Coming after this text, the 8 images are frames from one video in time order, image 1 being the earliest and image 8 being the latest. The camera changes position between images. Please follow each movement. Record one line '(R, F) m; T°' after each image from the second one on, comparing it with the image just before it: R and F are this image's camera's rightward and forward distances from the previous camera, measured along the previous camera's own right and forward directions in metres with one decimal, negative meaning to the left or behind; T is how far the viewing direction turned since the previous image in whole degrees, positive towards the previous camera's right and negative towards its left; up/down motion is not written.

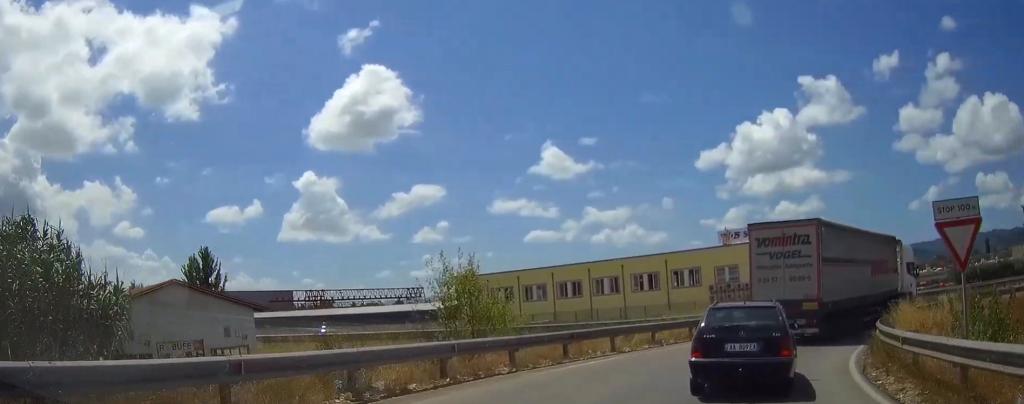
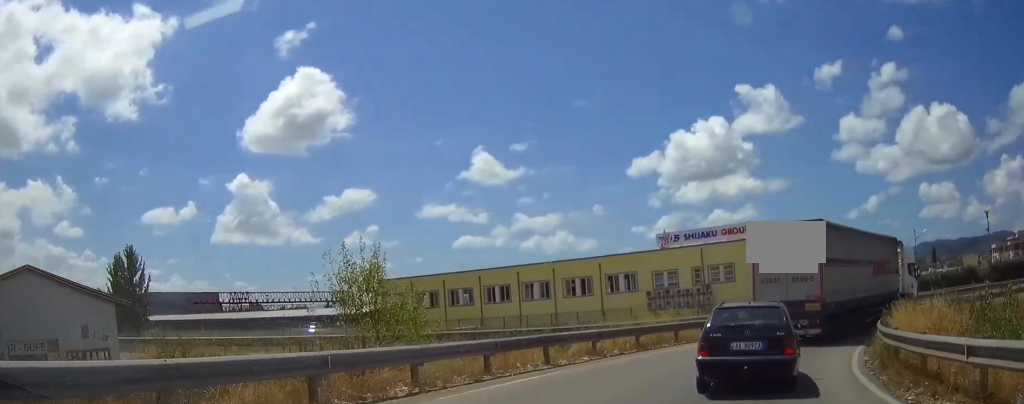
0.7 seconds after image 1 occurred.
(0.0, +4.1) m; +5°
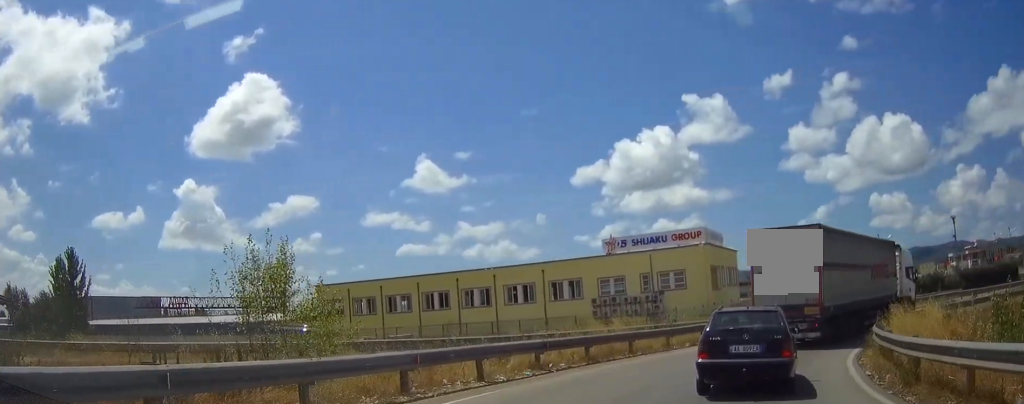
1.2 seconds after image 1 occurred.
(+0.2, +3.2) m; +4°
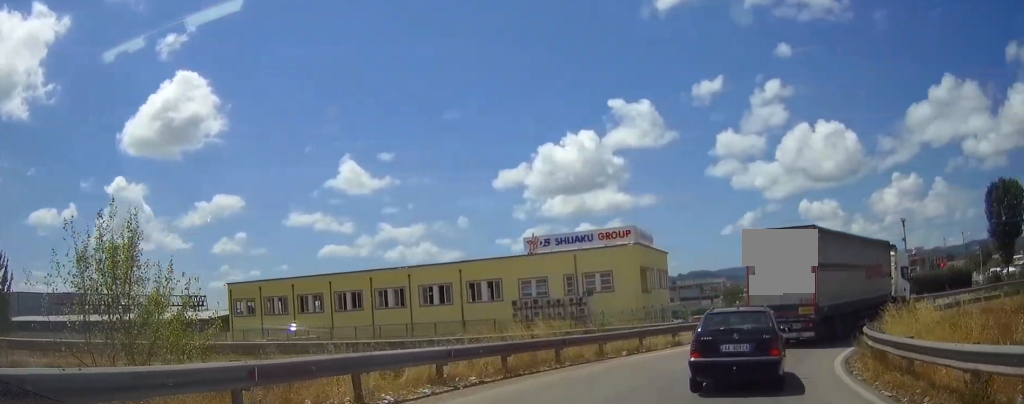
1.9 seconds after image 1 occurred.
(+0.3, +4.3) m; +6°
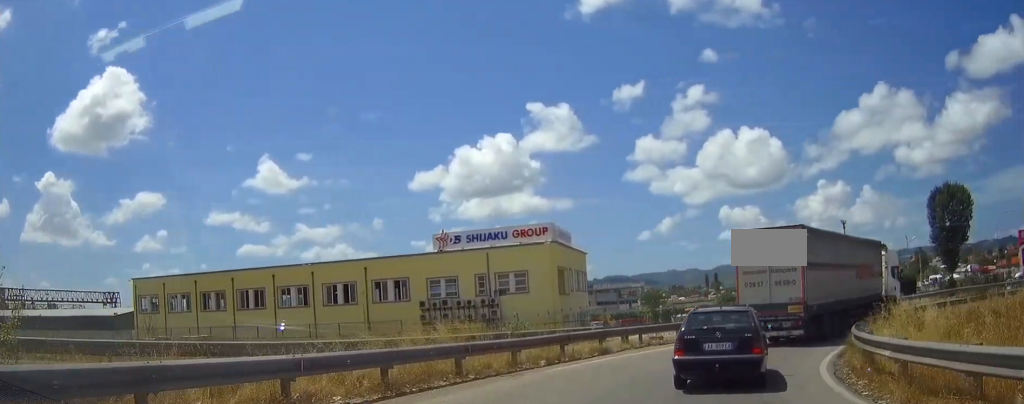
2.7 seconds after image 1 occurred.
(+0.1, +4.4) m; +4°
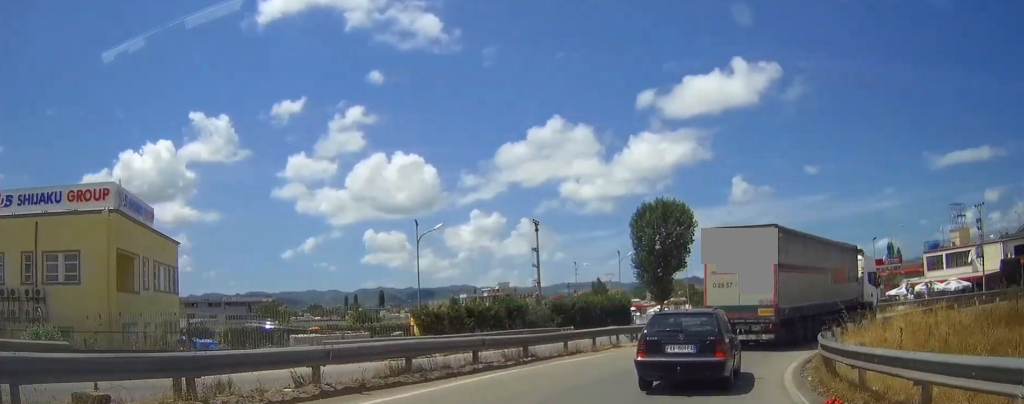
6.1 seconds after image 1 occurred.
(+4.9, +18.7) m; +29°
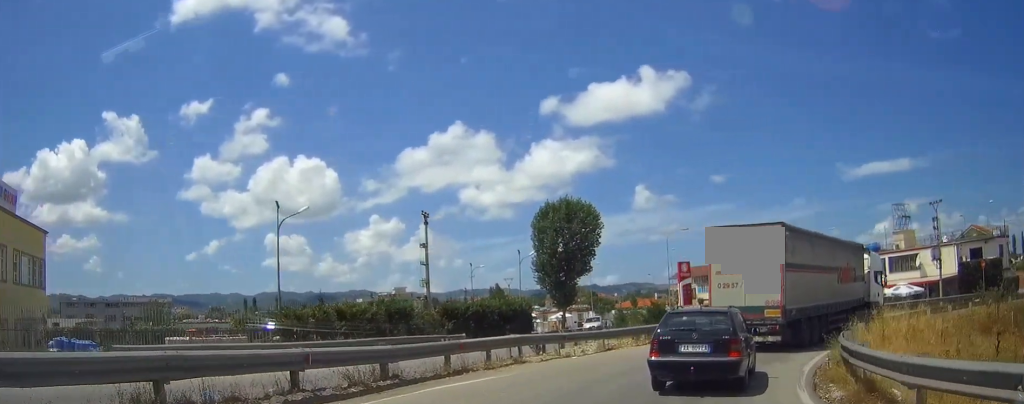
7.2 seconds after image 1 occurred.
(+0.5, +6.4) m; +12°
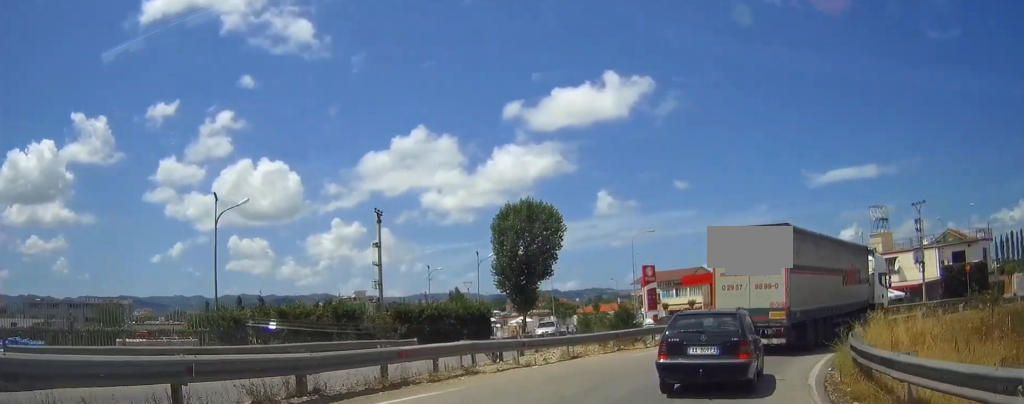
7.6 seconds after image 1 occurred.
(+0.1, +2.6) m; +6°
